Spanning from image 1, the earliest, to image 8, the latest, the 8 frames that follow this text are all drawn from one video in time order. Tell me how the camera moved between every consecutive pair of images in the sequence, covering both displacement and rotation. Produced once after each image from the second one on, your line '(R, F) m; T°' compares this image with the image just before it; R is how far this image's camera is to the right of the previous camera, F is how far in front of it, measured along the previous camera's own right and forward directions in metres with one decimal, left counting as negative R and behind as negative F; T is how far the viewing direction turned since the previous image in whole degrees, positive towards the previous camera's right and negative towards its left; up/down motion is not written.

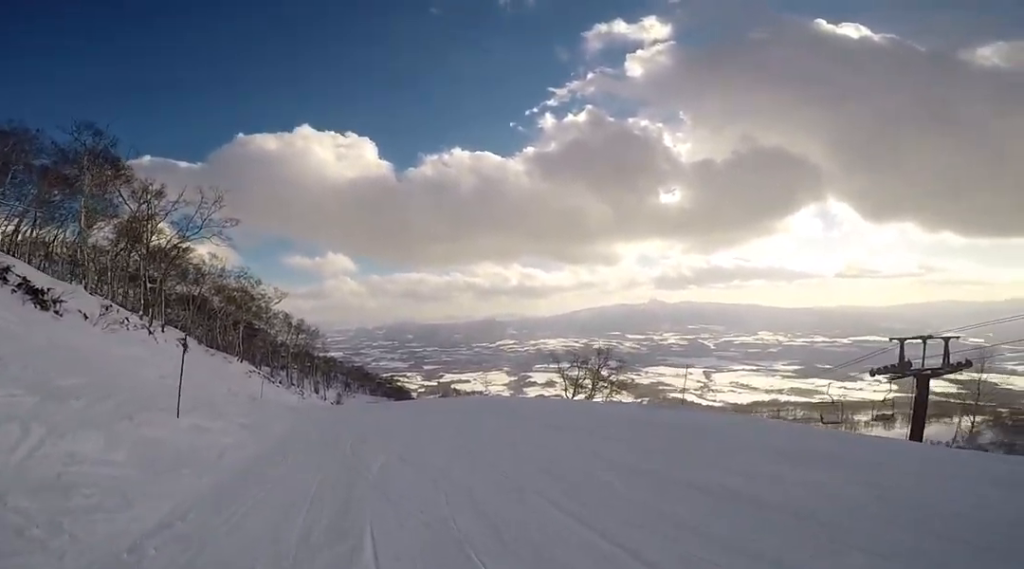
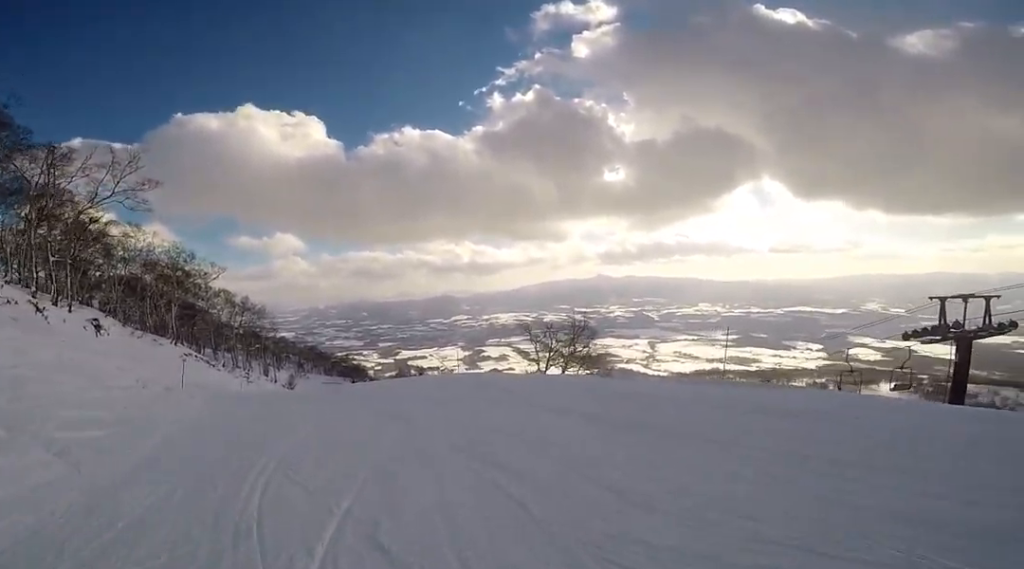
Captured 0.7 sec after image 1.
(0.0, +5.3) m; -2°
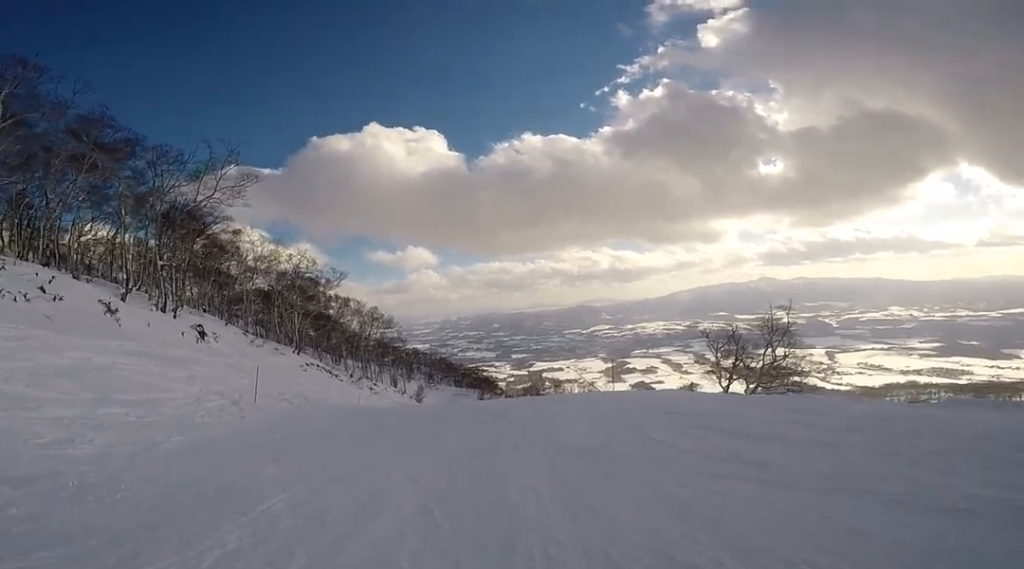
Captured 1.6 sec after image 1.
(-0.3, +6.8) m; -8°
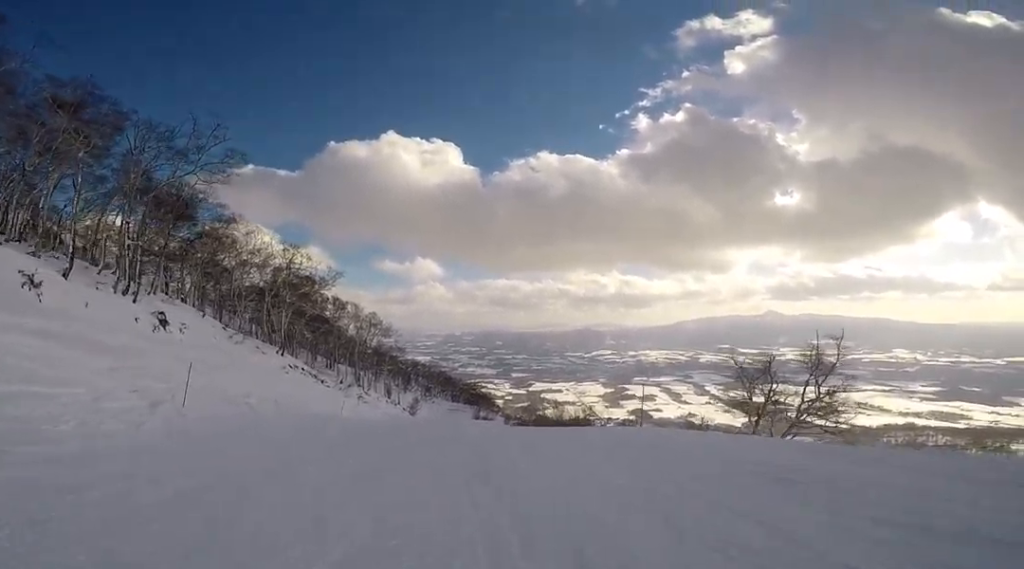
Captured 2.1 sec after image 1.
(0.0, +4.4) m; -7°
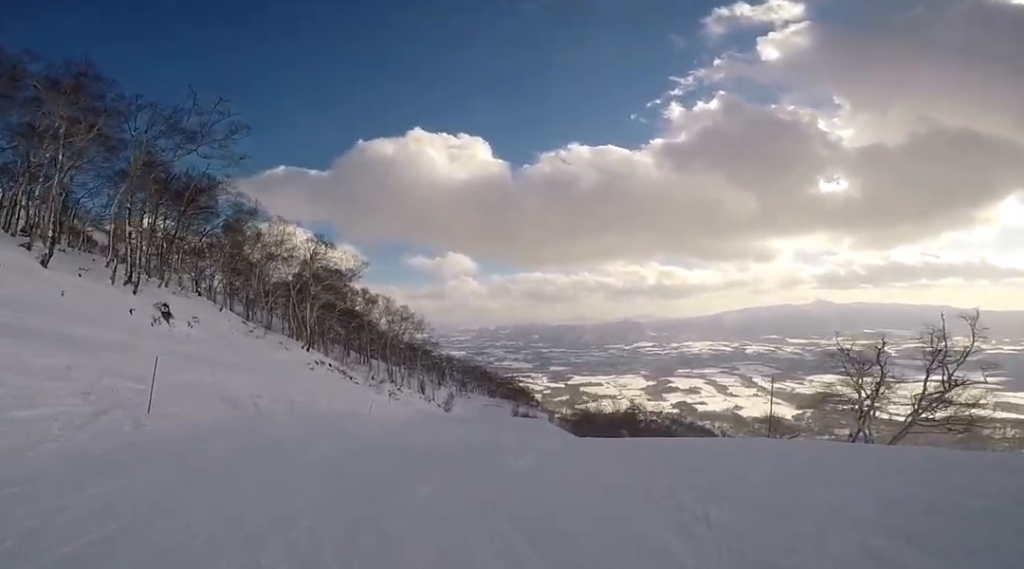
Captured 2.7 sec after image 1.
(-0.6, +4.1) m; -1°
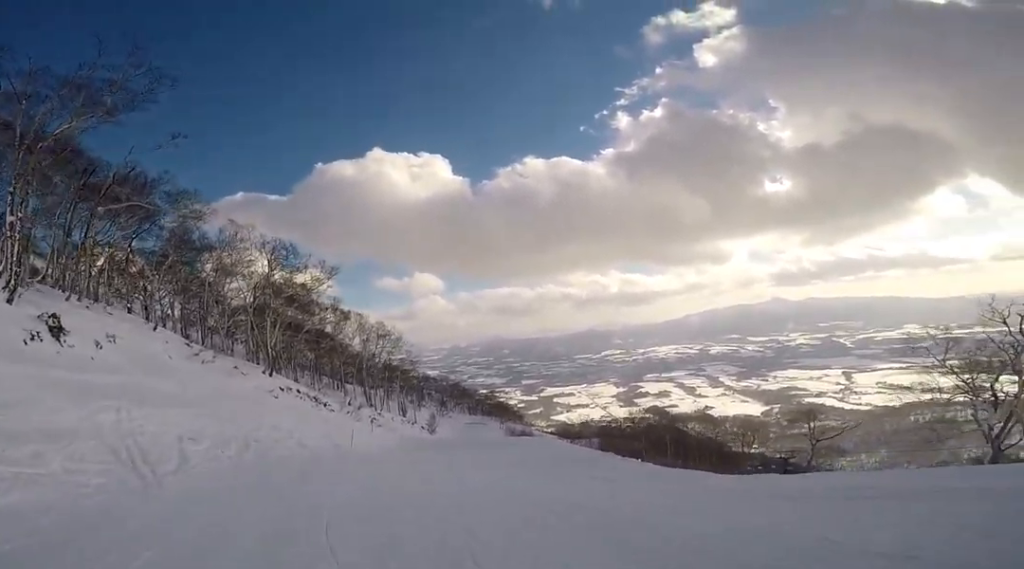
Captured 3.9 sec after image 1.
(+0.4, +8.6) m; +12°
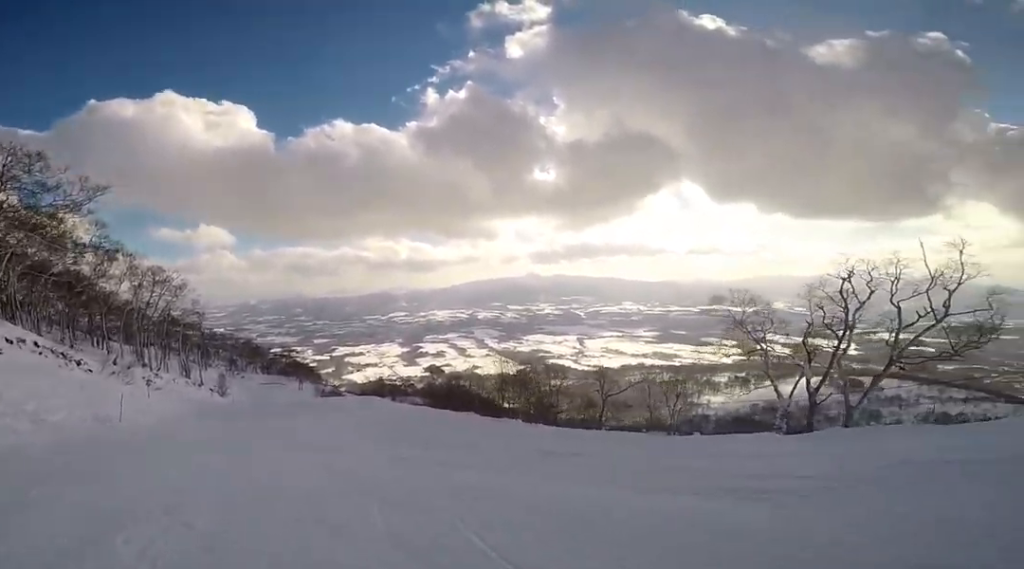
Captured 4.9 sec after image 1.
(+0.9, +6.6) m; +8°
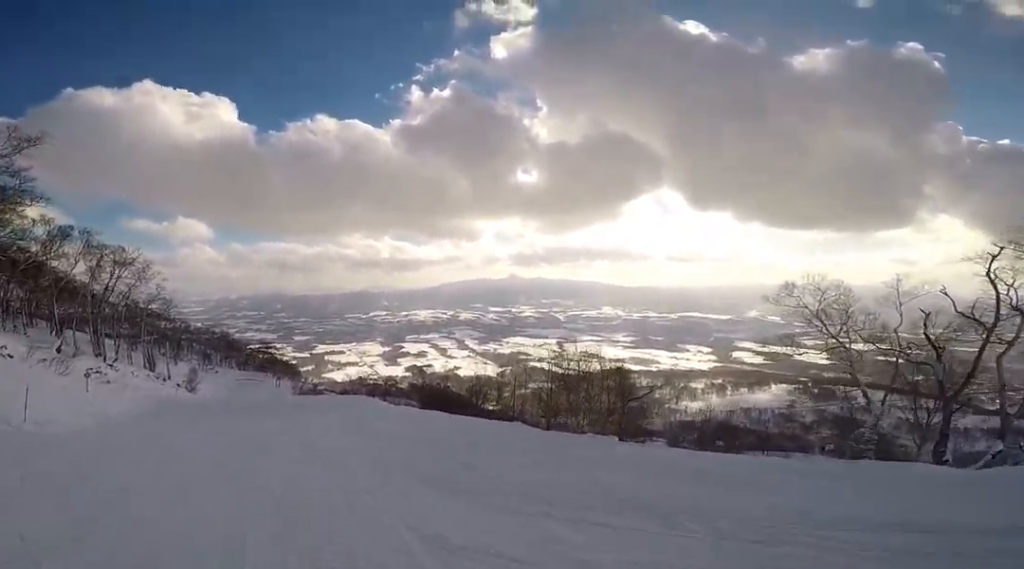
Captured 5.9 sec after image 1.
(+0.2, +7.3) m; -5°
